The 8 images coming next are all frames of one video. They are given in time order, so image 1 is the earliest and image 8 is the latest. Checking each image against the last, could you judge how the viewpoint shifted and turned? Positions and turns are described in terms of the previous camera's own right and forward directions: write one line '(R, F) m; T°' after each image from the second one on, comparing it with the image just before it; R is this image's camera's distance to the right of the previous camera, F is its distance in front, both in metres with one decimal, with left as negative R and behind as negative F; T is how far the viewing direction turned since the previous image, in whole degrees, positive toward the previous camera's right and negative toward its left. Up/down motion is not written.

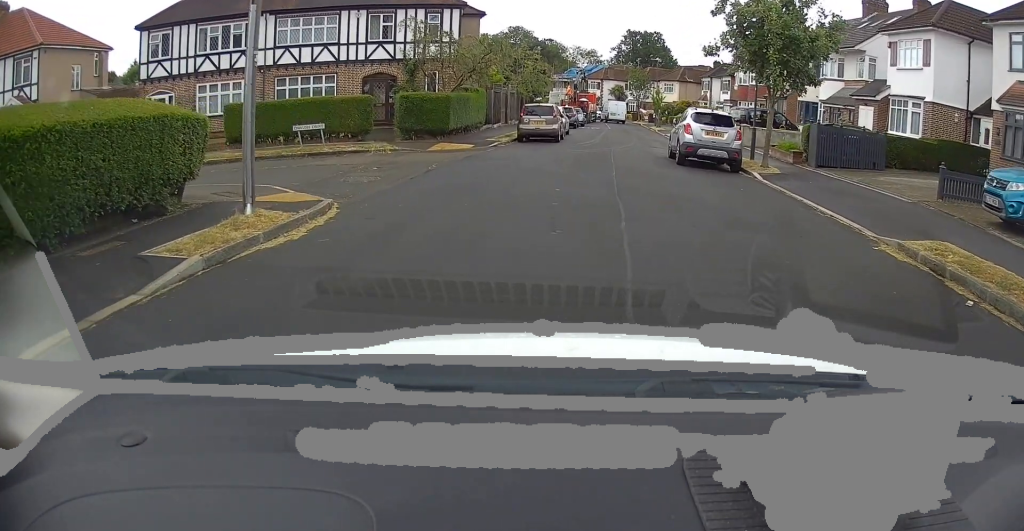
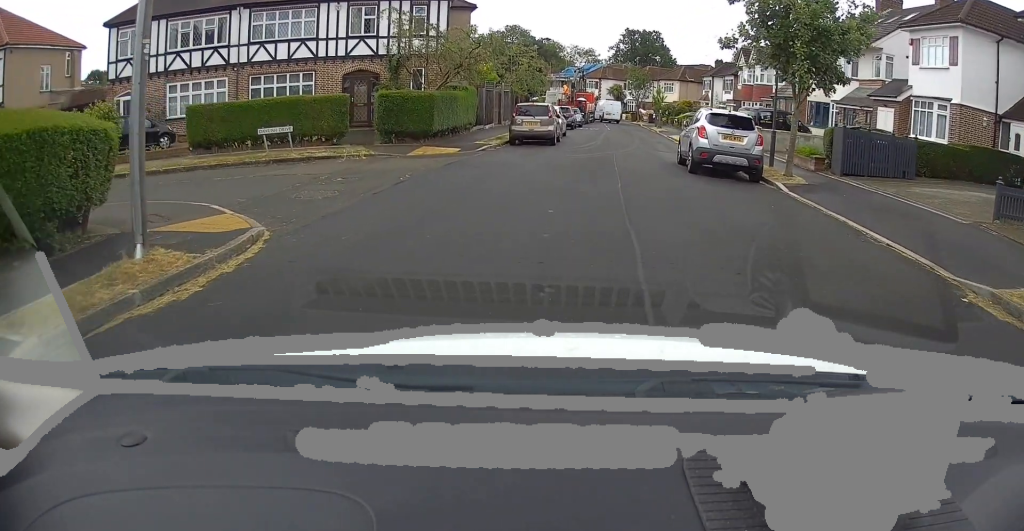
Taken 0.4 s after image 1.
(0.0, +2.3) m; 0°
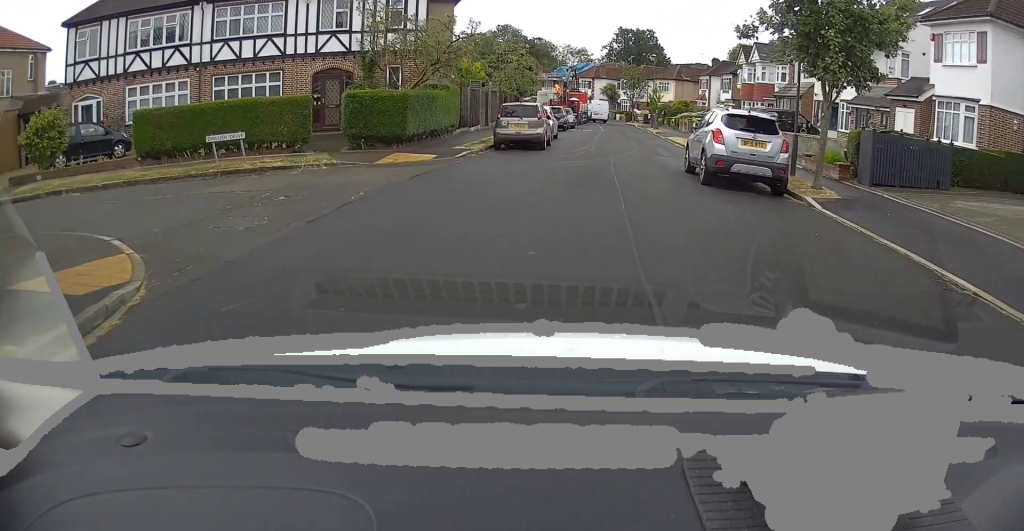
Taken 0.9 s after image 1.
(-0.2, +2.4) m; 0°
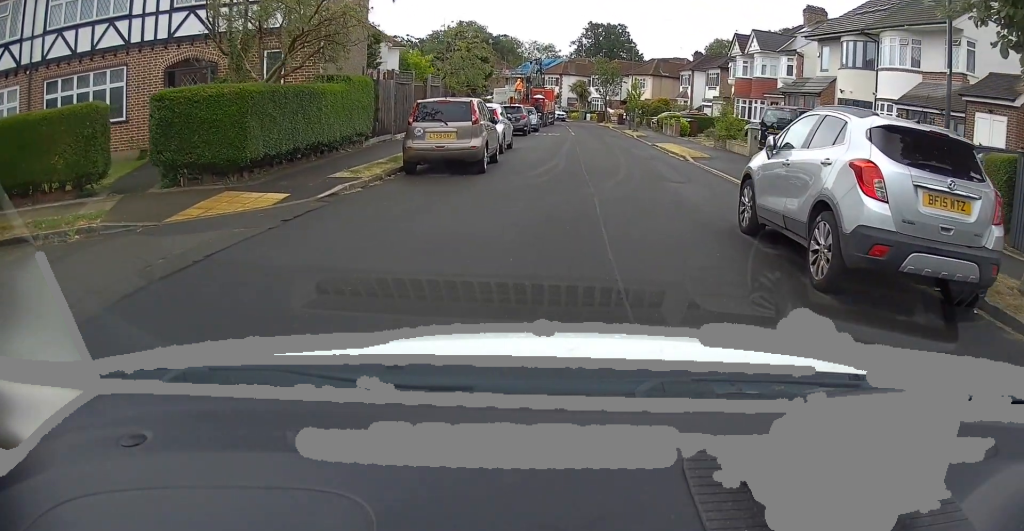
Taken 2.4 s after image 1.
(+0.5, +8.2) m; +5°
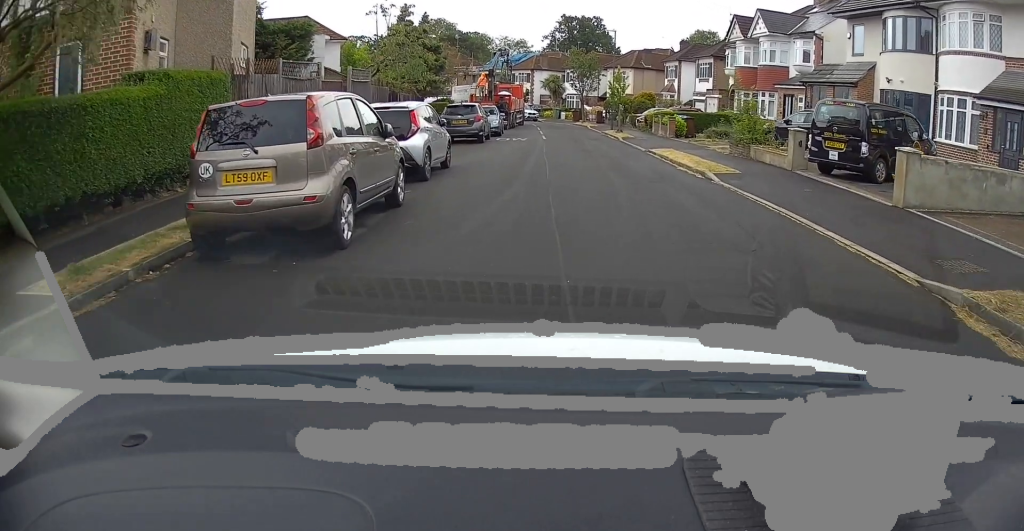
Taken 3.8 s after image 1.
(0.0, +7.2) m; 0°
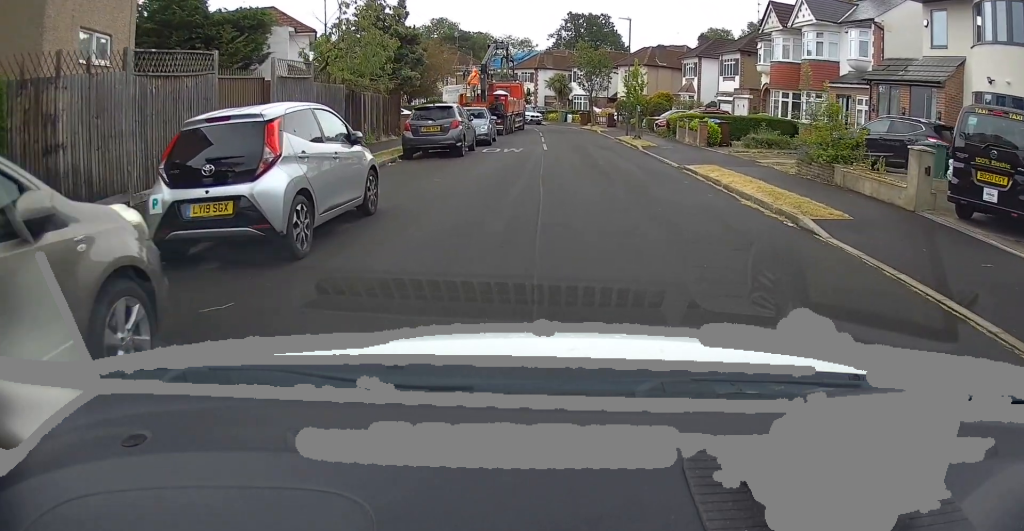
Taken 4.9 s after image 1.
(0.0, +6.0) m; -4°
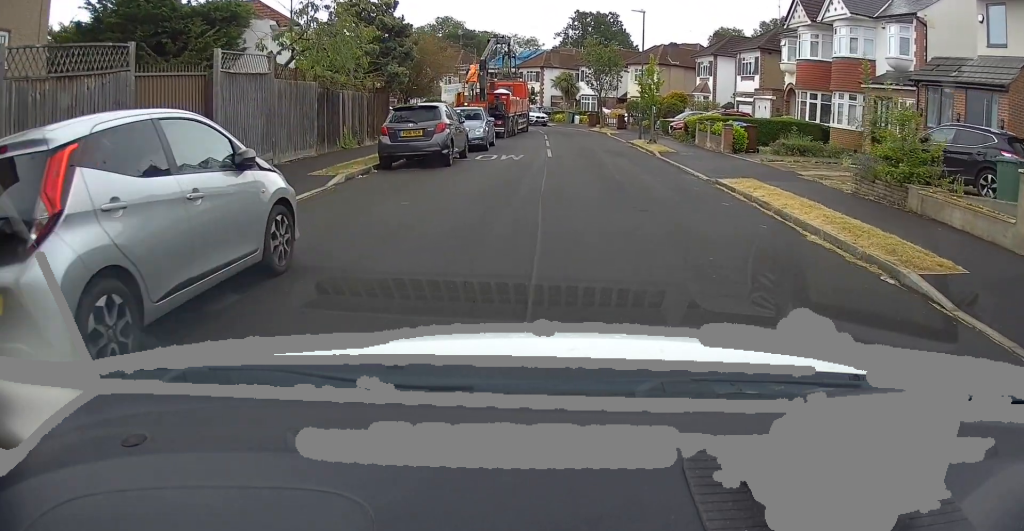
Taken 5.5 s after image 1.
(-0.1, +2.9) m; -1°
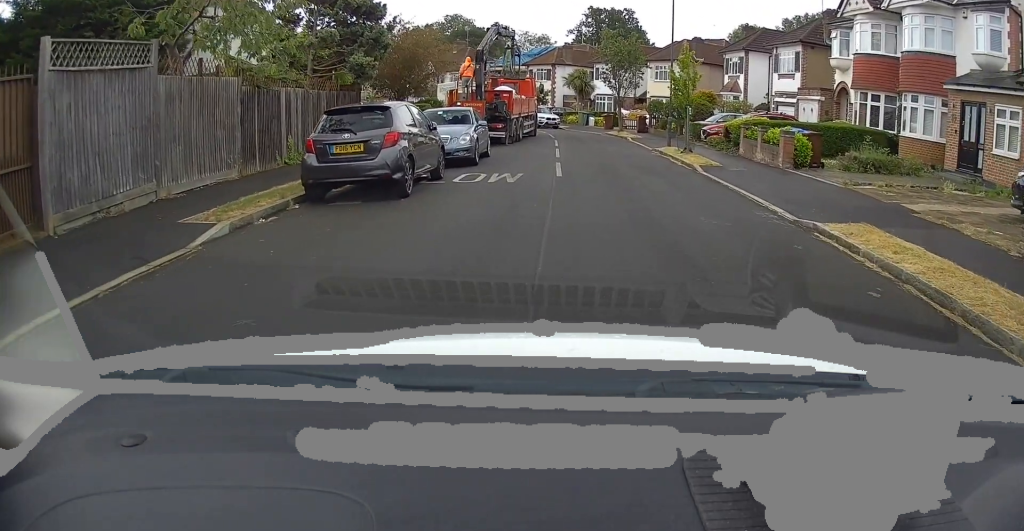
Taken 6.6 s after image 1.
(-0.1, +5.4) m; +1°
